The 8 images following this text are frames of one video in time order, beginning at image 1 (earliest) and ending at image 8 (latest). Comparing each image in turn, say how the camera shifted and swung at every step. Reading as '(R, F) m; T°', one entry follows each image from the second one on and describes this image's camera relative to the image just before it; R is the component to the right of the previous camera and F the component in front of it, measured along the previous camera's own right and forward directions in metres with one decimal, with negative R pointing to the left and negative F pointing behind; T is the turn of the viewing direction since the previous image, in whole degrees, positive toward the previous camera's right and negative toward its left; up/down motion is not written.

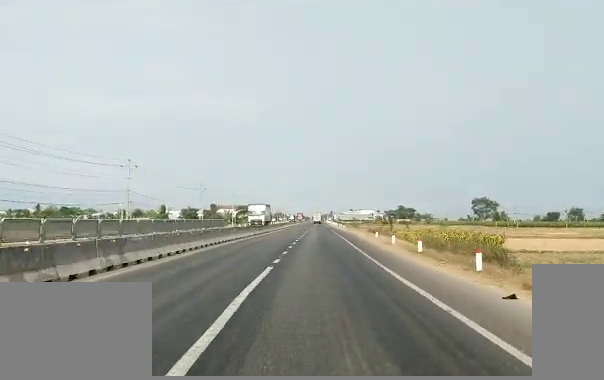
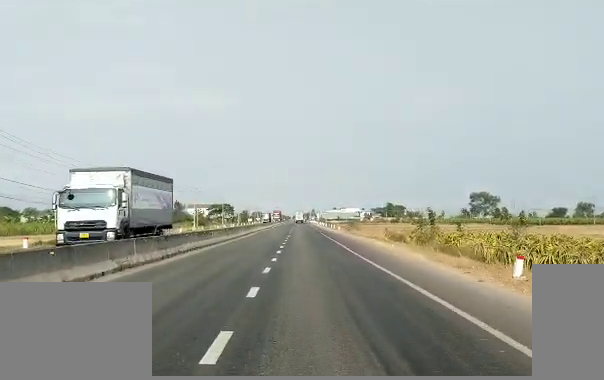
(+0.7, +40.5) m; +2°
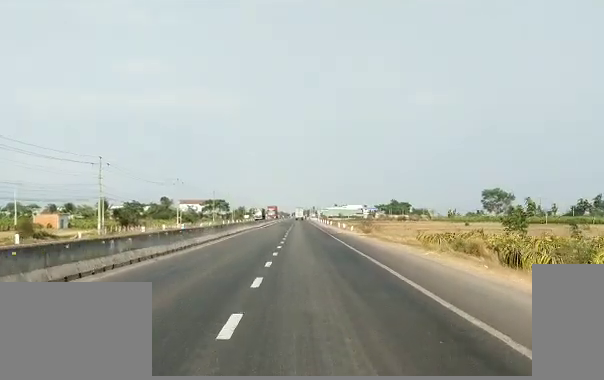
(0.0, +23.0) m; 0°
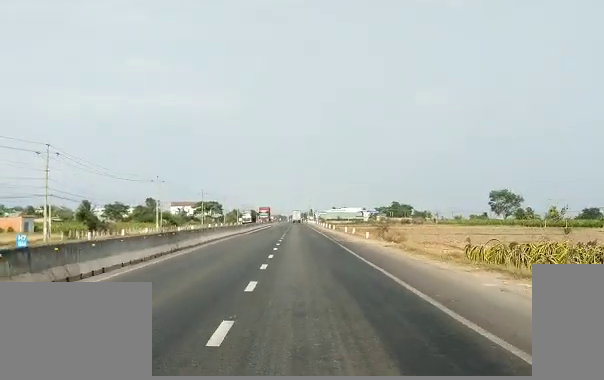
(0.0, +18.5) m; 0°
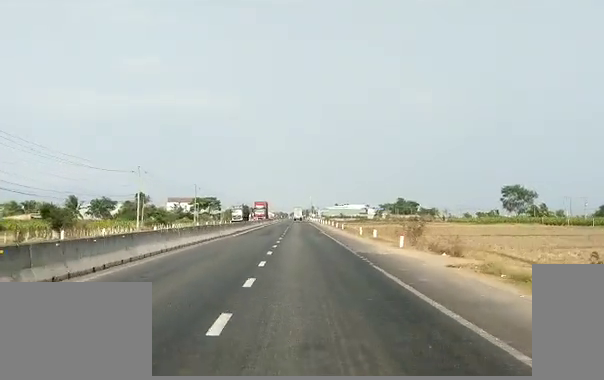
(+0.2, +17.9) m; 0°
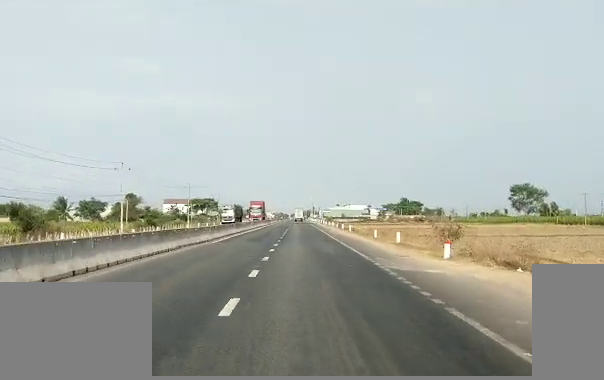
(0.0, +11.0) m; 0°
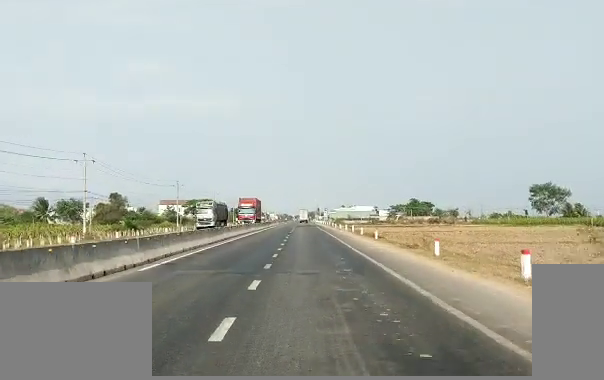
(0.0, +20.5) m; 0°
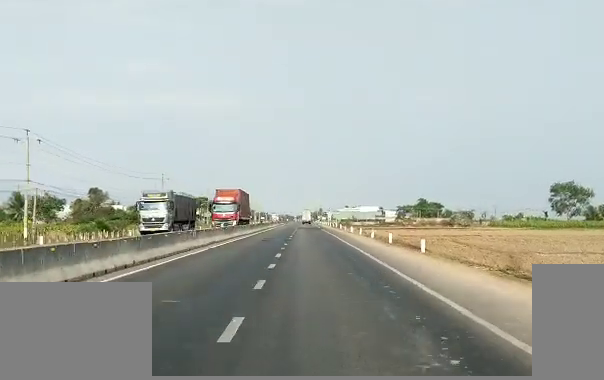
(0.0, +18.9) m; 0°
